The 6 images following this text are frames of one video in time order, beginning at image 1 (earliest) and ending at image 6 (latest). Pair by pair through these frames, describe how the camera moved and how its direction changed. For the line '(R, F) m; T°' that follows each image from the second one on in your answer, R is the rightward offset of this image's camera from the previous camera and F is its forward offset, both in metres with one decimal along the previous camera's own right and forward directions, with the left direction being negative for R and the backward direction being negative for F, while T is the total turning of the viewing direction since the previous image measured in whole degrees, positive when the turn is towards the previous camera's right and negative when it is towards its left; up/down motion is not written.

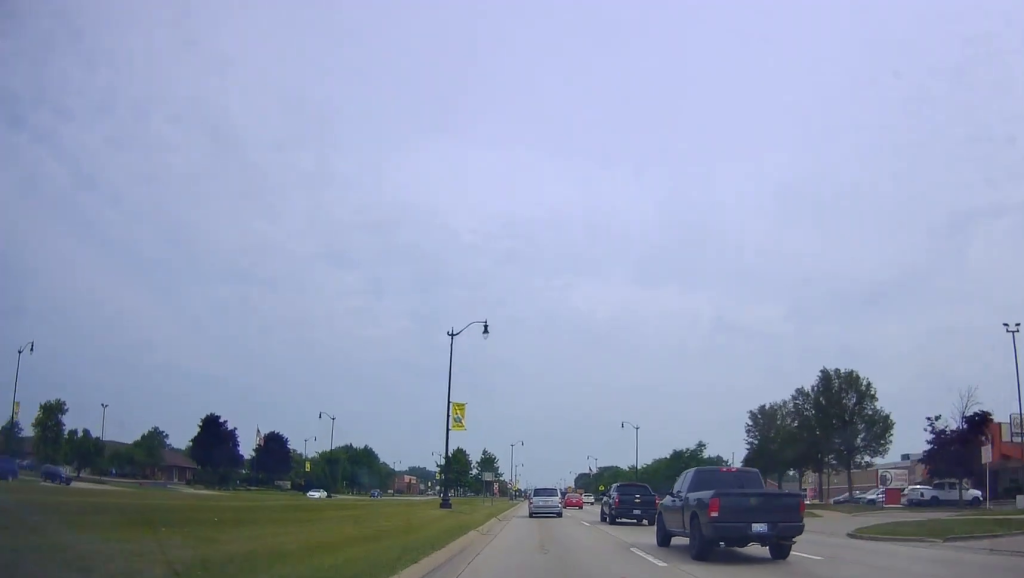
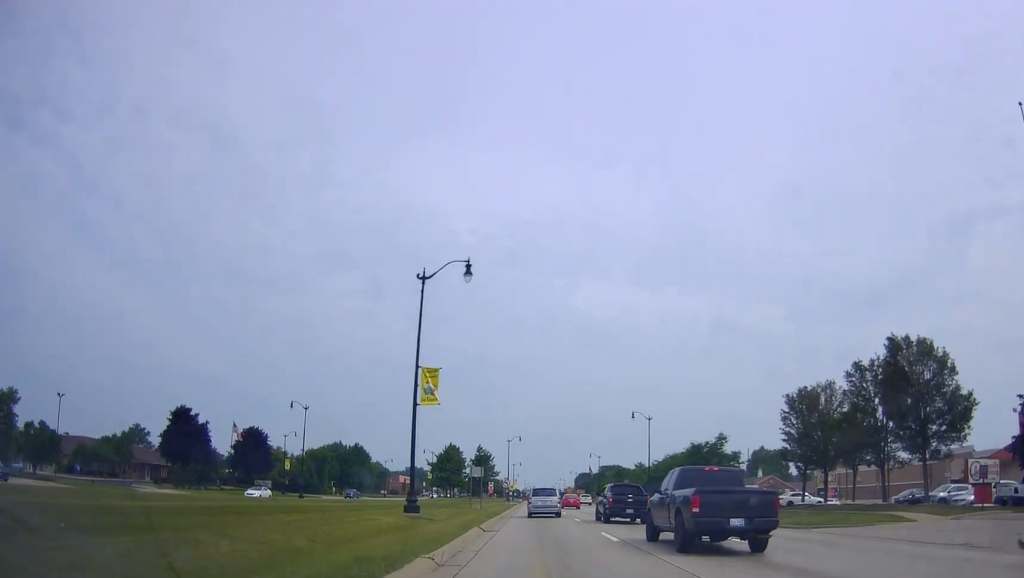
(-0.4, +10.1) m; 0°
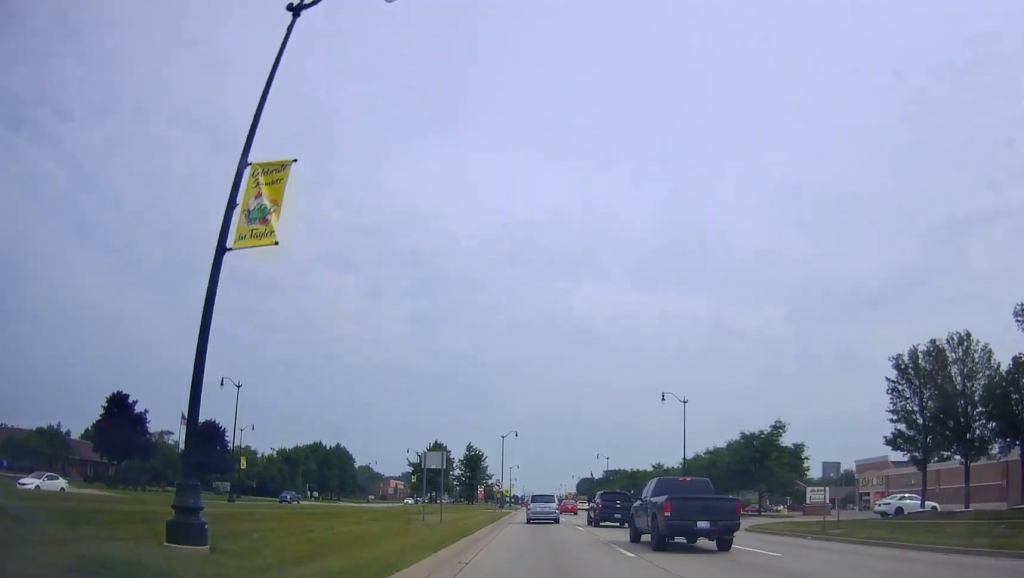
(+0.1, +18.3) m; +1°
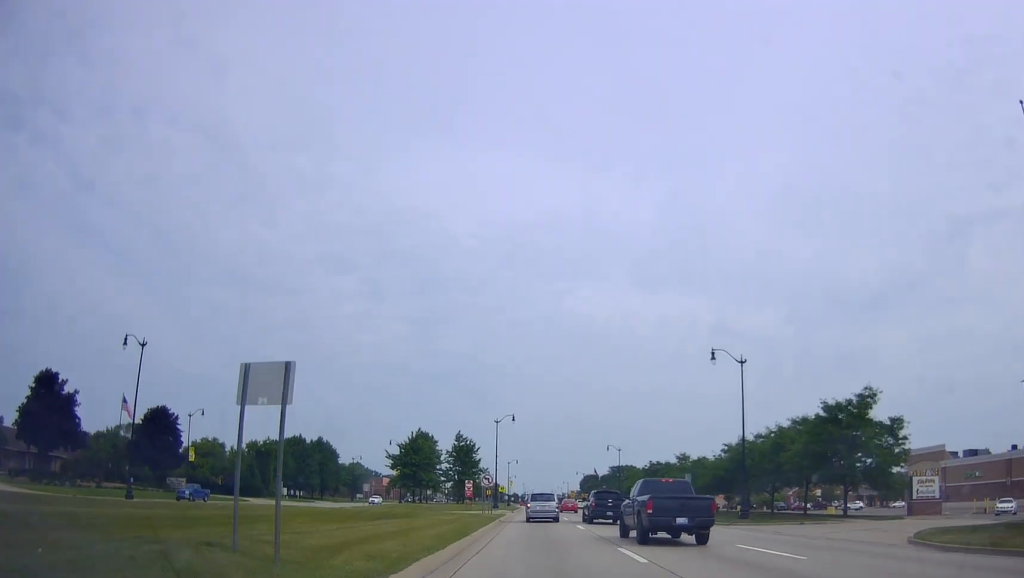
(+0.2, +16.4) m; +1°
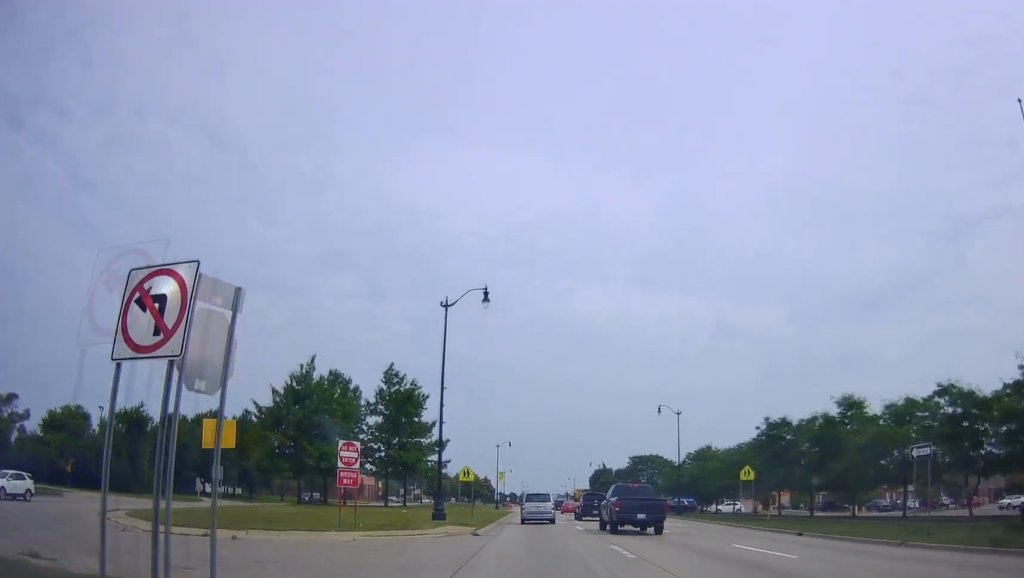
(+0.5, +45.0) m; -1°
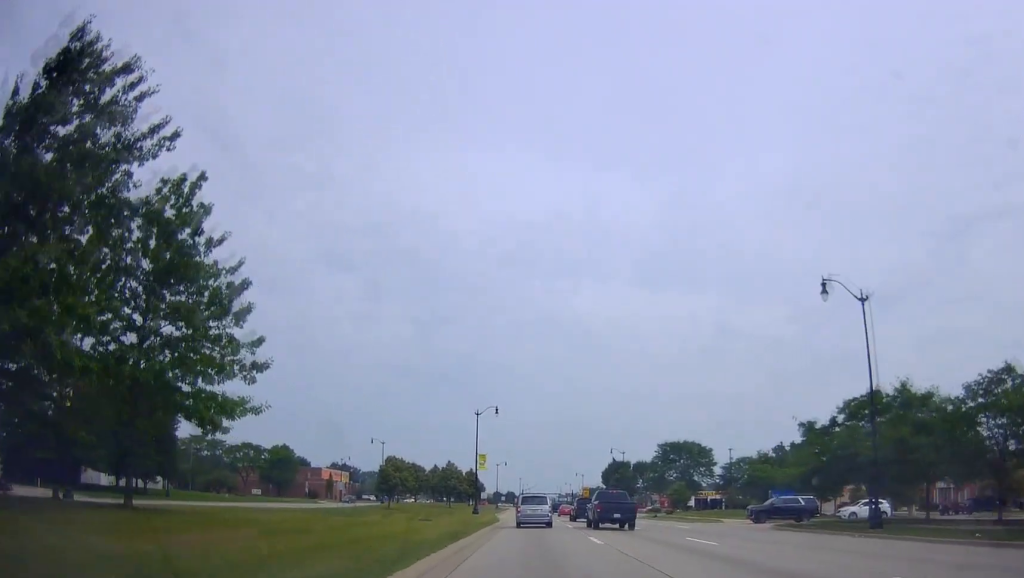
(-0.2, +38.8) m; +2°
